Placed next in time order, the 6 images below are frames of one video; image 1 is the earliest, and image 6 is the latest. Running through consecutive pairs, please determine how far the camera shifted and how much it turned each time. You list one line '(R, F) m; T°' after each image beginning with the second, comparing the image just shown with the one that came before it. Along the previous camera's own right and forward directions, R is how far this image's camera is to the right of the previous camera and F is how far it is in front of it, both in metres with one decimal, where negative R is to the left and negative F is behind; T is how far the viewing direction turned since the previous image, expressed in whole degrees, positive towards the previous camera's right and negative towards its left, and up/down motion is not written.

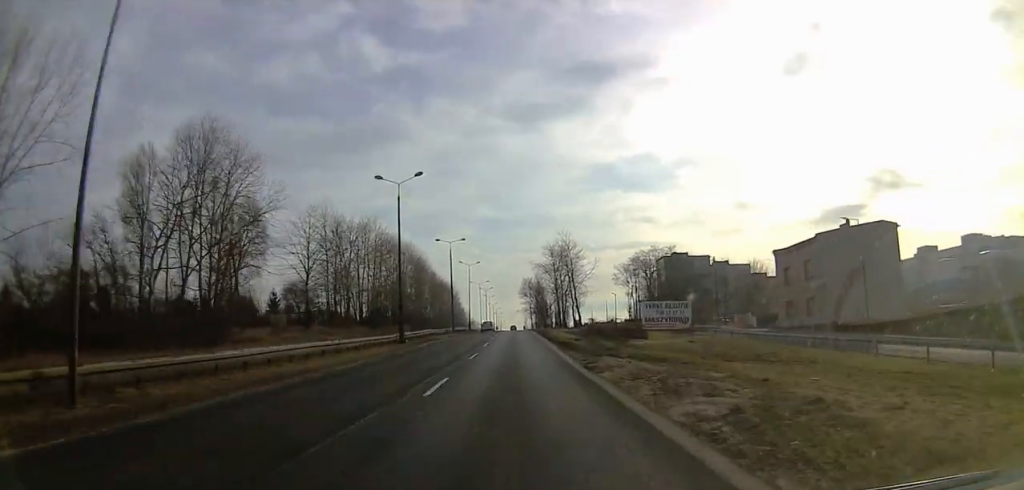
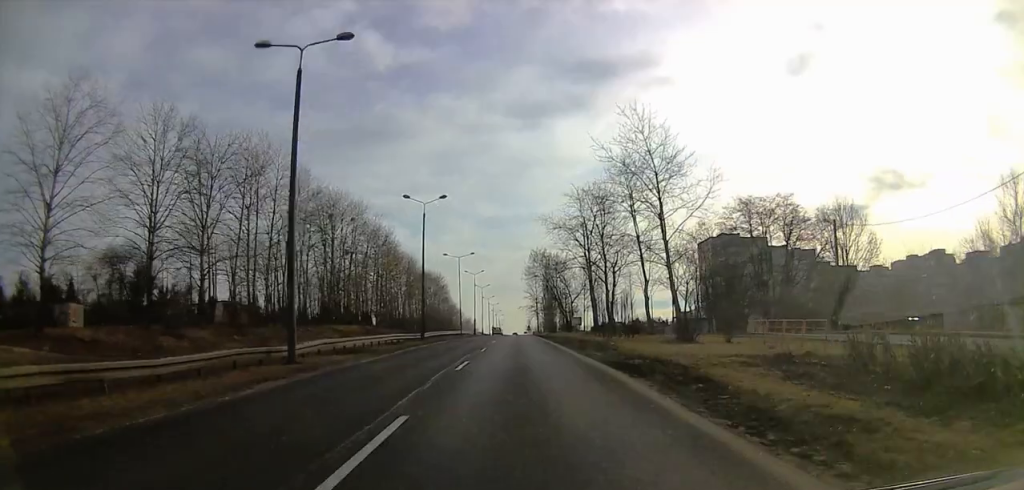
(+4.2, +54.5) m; +3°
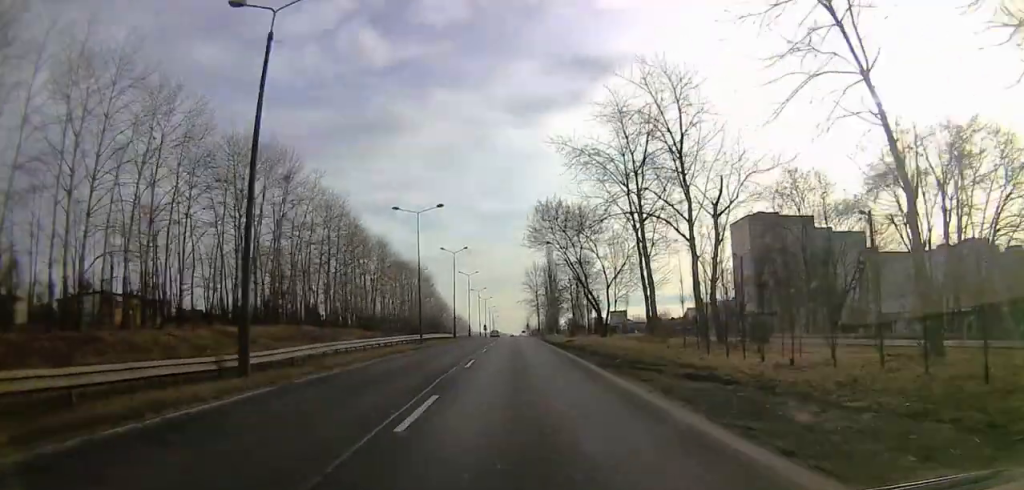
(-0.2, +32.8) m; -1°
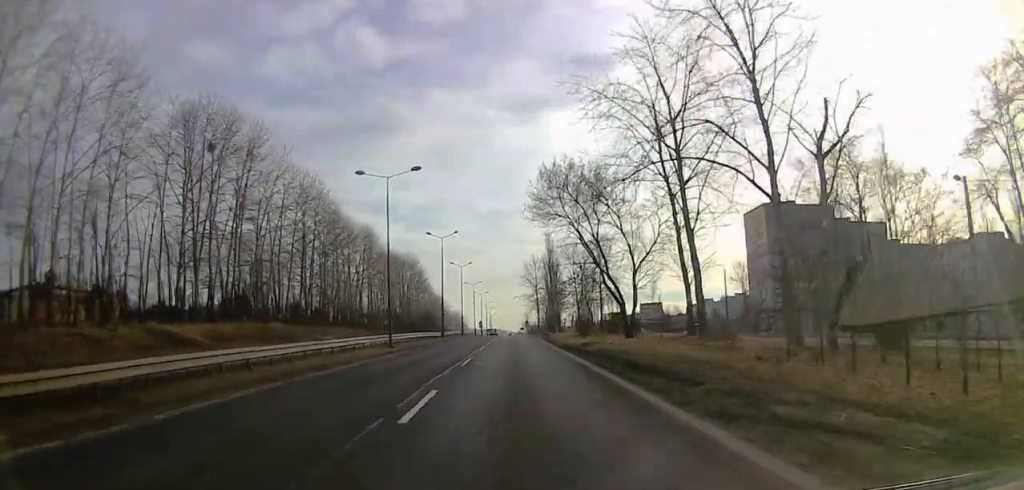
(0.0, +11.3) m; 0°
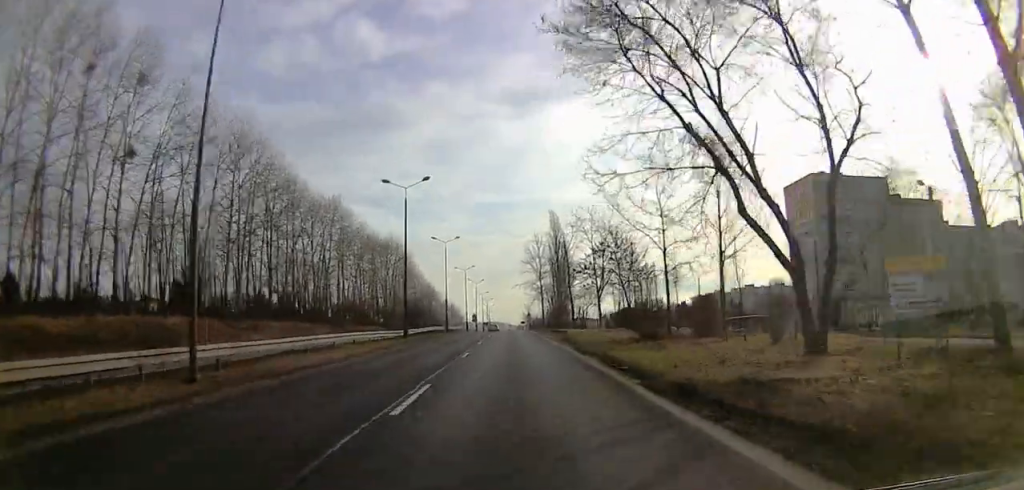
(-0.1, +23.3) m; -1°
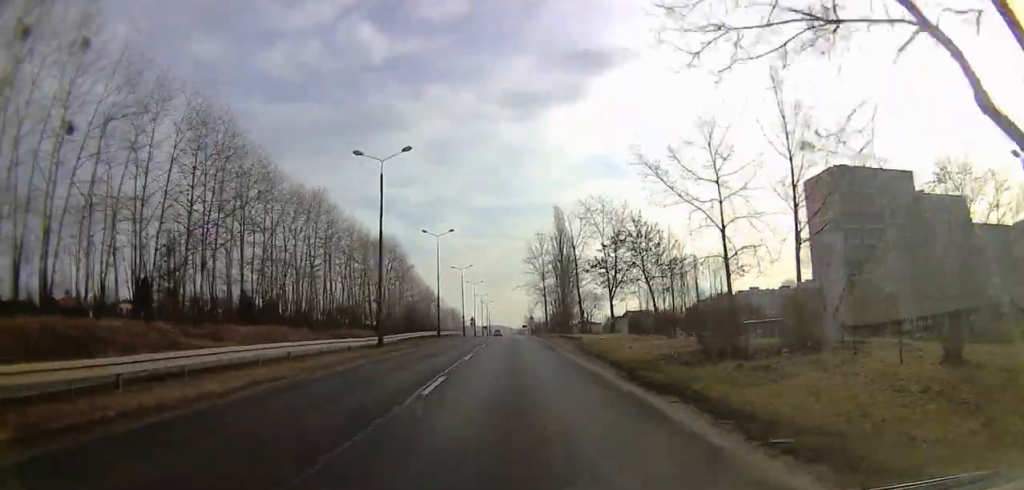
(-0.1, +8.9) m; 0°
